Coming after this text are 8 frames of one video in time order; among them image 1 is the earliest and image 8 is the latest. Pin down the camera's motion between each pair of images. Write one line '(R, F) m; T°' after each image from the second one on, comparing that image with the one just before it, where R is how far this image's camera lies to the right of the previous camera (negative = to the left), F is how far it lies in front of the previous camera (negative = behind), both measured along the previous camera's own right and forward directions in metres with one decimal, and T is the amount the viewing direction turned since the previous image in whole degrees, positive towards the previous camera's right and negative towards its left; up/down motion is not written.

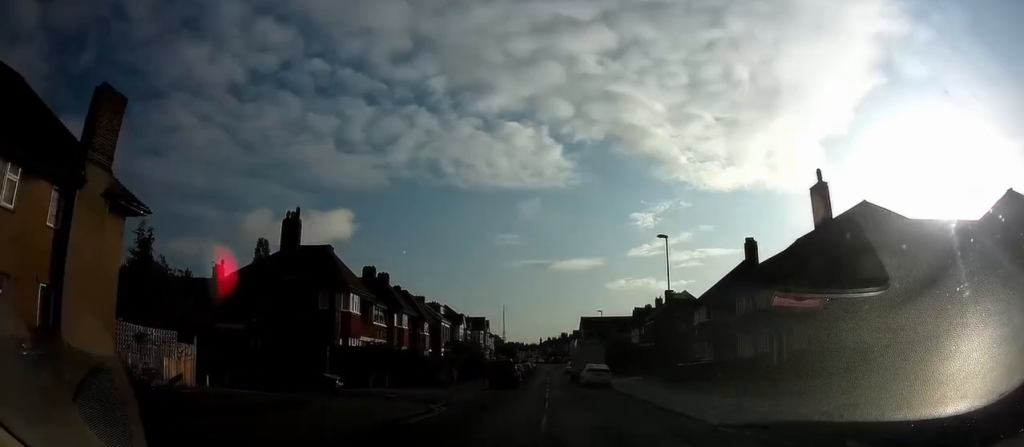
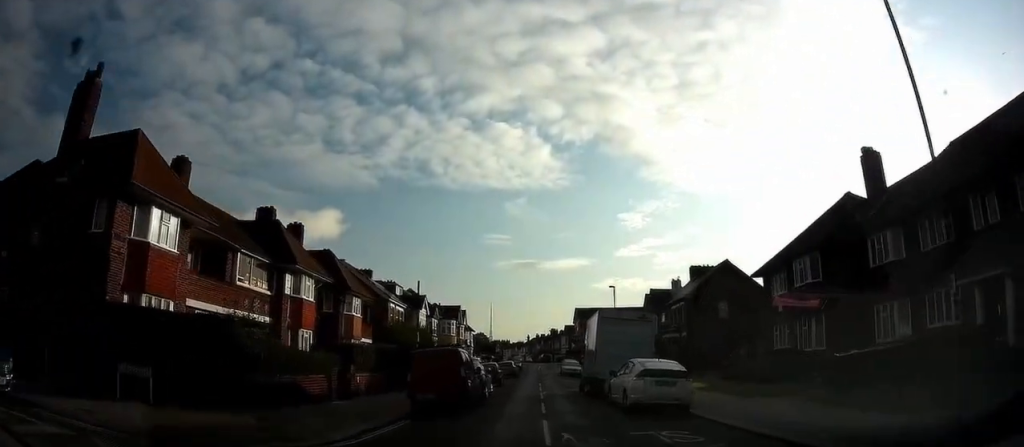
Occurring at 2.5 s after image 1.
(0.0, +20.7) m; 0°
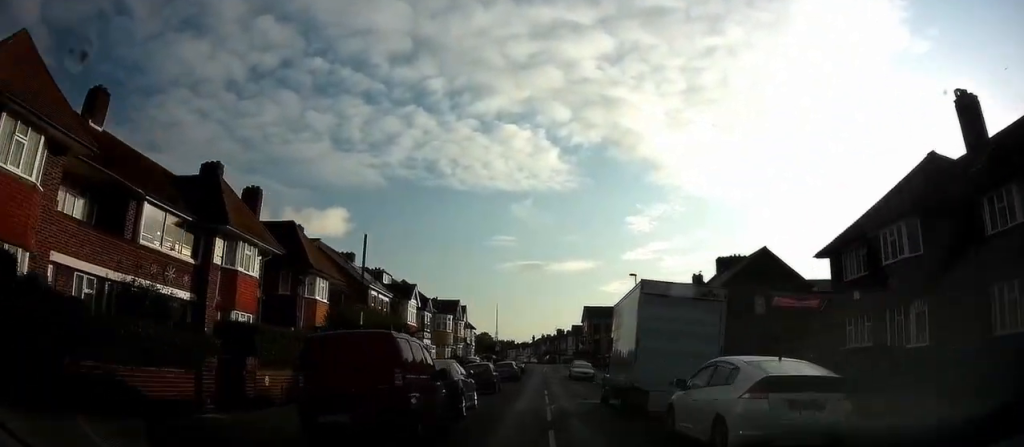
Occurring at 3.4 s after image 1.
(0.0, +3.7) m; 0°
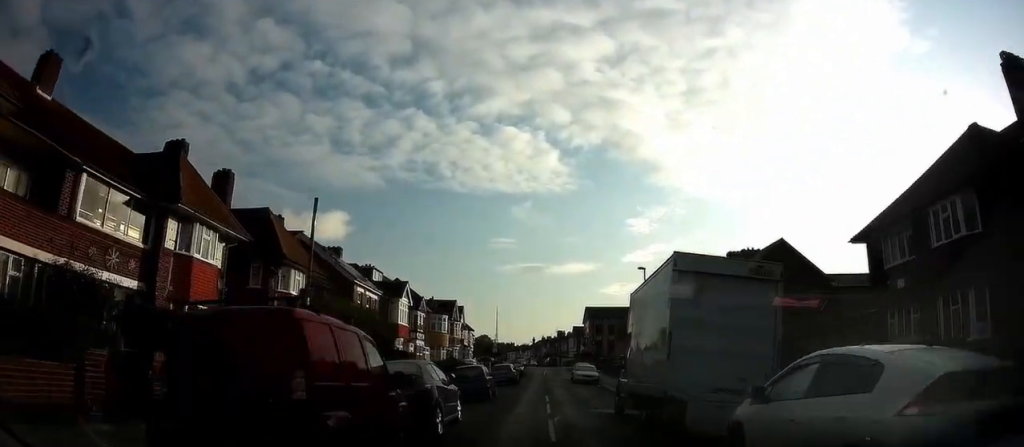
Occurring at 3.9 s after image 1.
(0.0, +1.5) m; 0°
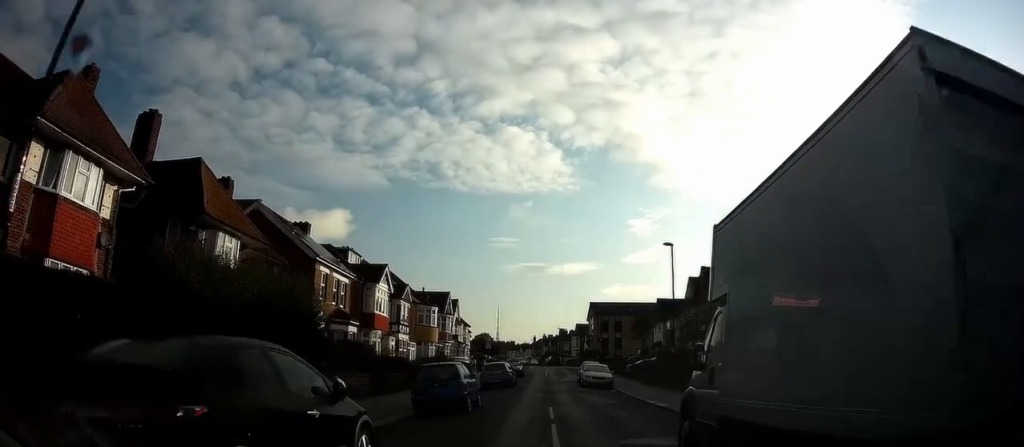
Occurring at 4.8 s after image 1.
(0.0, +4.0) m; 0°
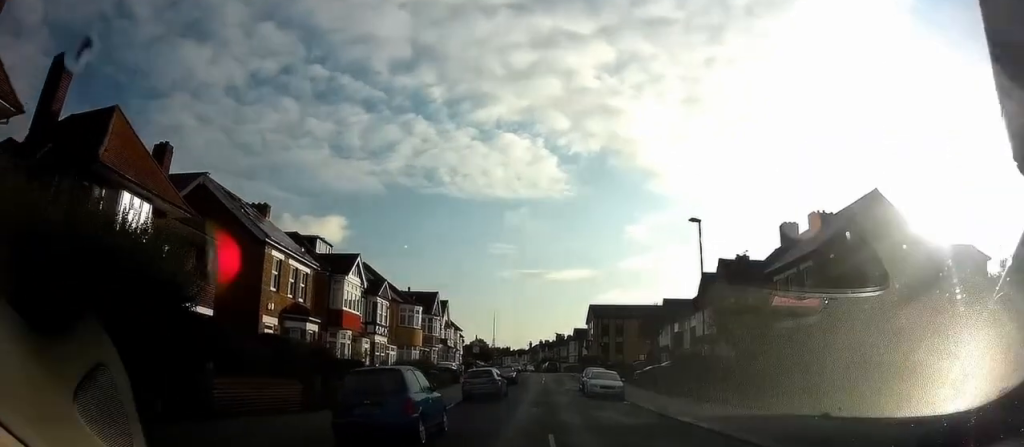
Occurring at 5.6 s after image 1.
(0.0, +5.0) m; 0°
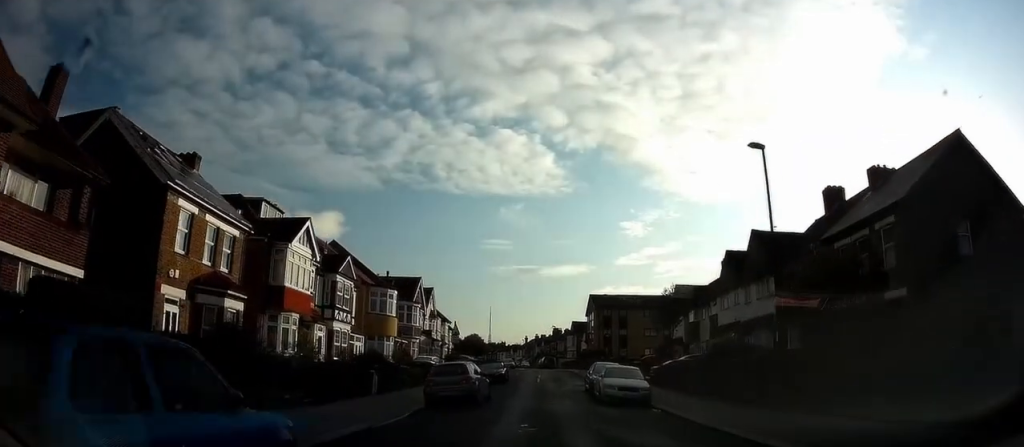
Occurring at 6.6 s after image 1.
(0.0, +8.6) m; 0°
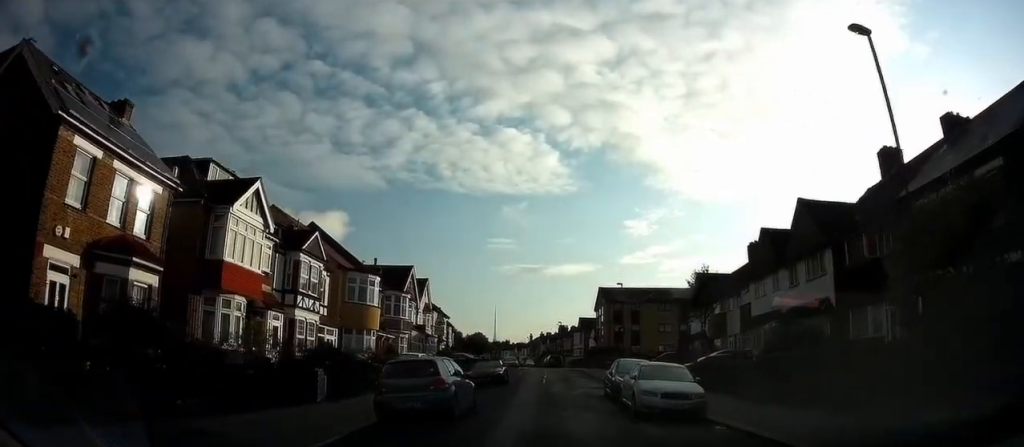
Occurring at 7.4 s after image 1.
(0.0, +5.2) m; 0°
